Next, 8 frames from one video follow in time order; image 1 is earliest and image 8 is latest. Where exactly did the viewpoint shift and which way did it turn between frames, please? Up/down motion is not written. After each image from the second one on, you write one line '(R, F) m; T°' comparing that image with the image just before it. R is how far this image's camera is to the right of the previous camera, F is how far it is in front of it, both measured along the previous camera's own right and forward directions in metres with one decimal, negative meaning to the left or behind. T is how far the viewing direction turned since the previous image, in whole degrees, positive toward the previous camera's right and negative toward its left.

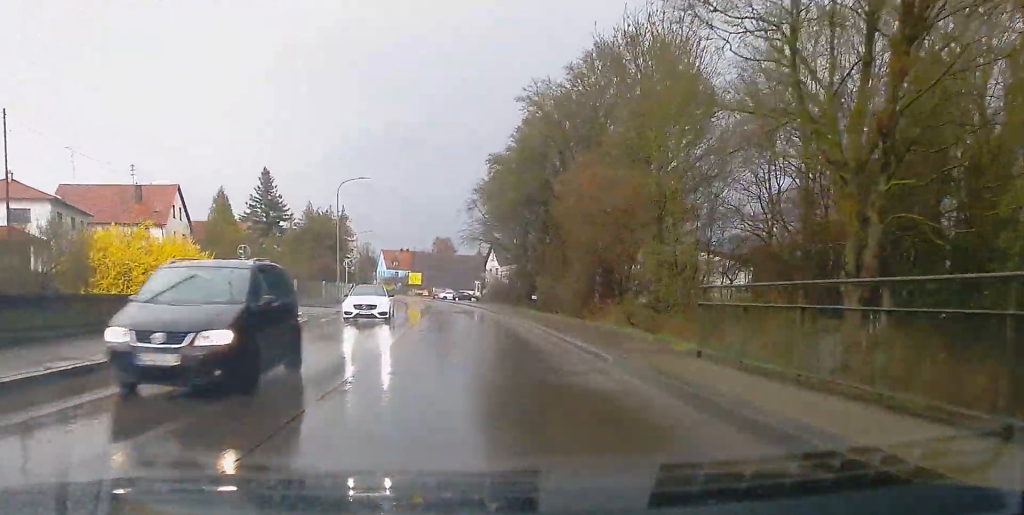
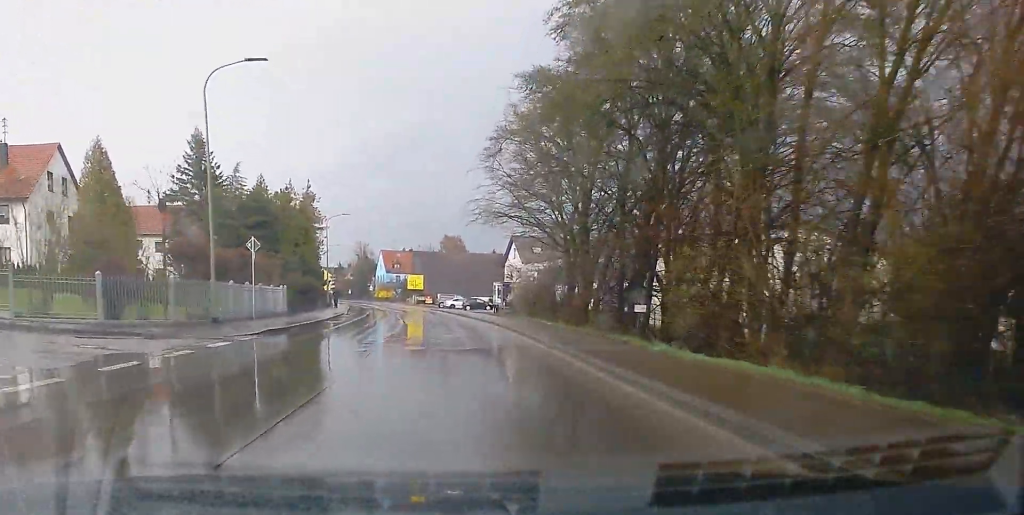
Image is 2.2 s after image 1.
(0.0, +28.6) m; -1°
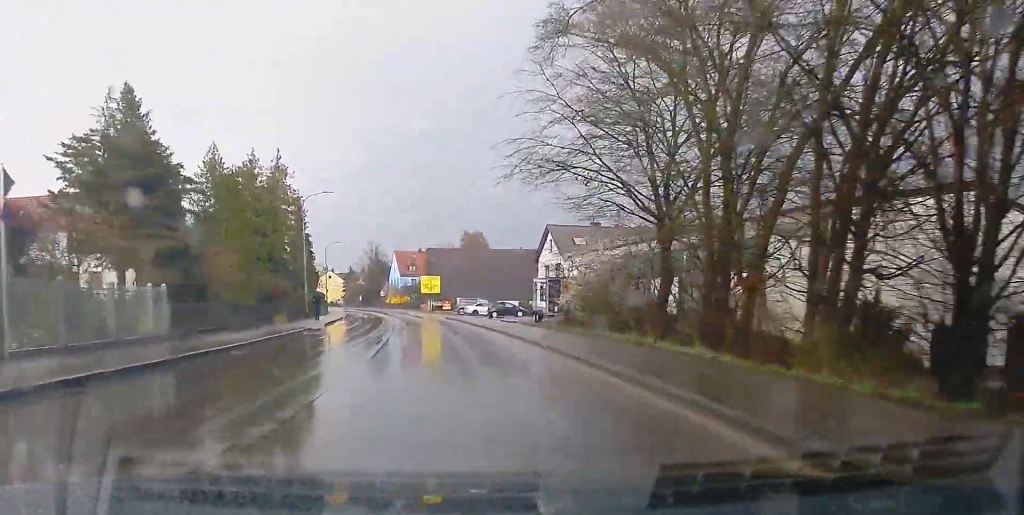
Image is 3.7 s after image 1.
(-0.4, +18.6) m; -1°
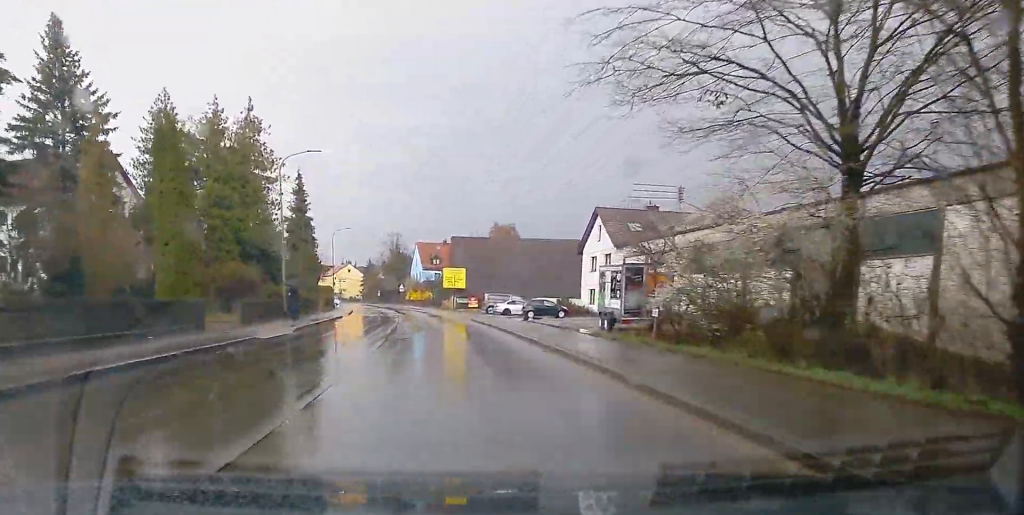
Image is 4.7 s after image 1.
(-0.1, +13.5) m; -1°
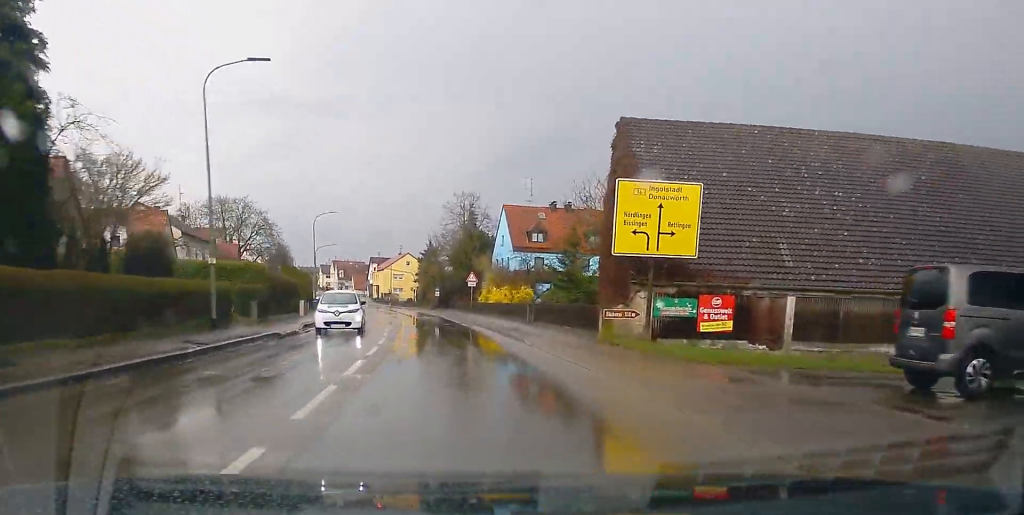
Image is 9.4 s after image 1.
(-2.1, +61.2) m; -4°
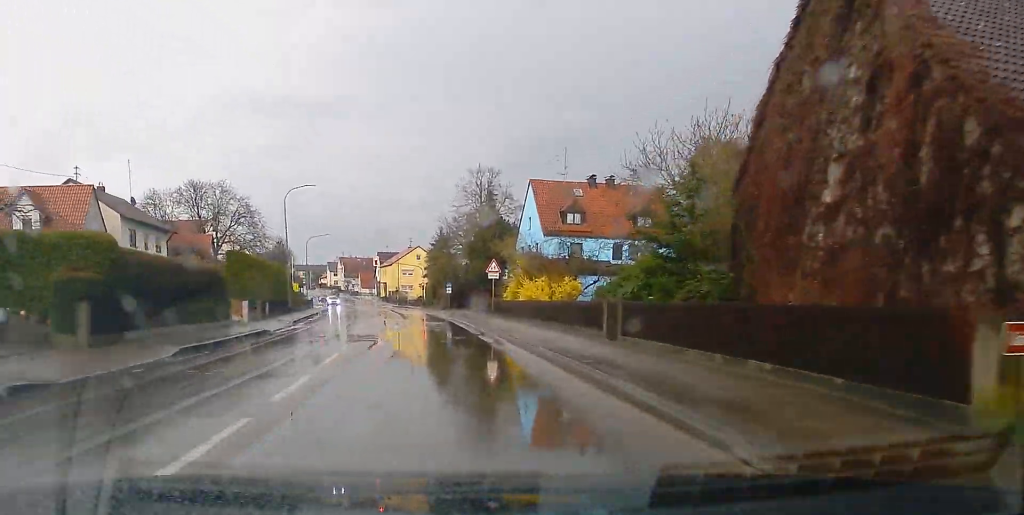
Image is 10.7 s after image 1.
(-0.1, +16.2) m; -1°
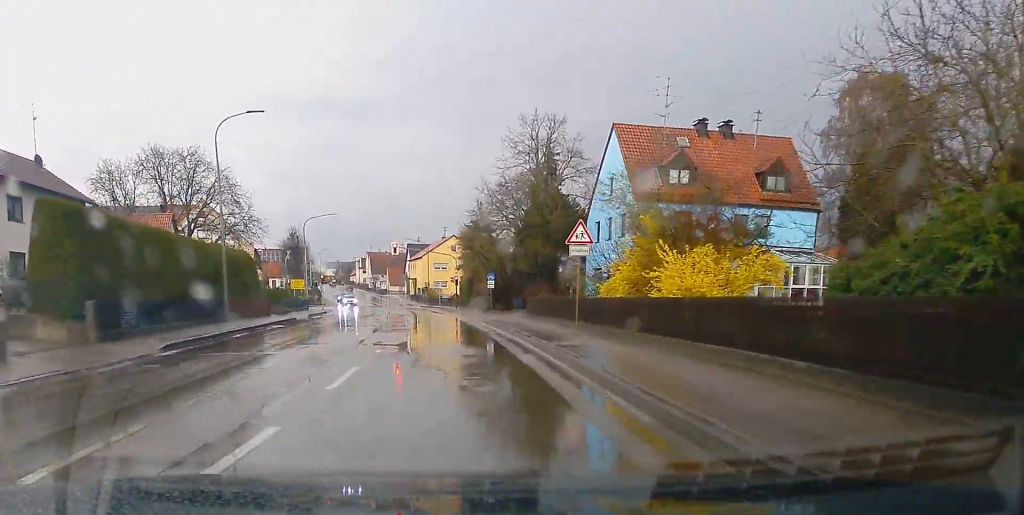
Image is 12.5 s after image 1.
(-0.5, +20.9) m; -3°
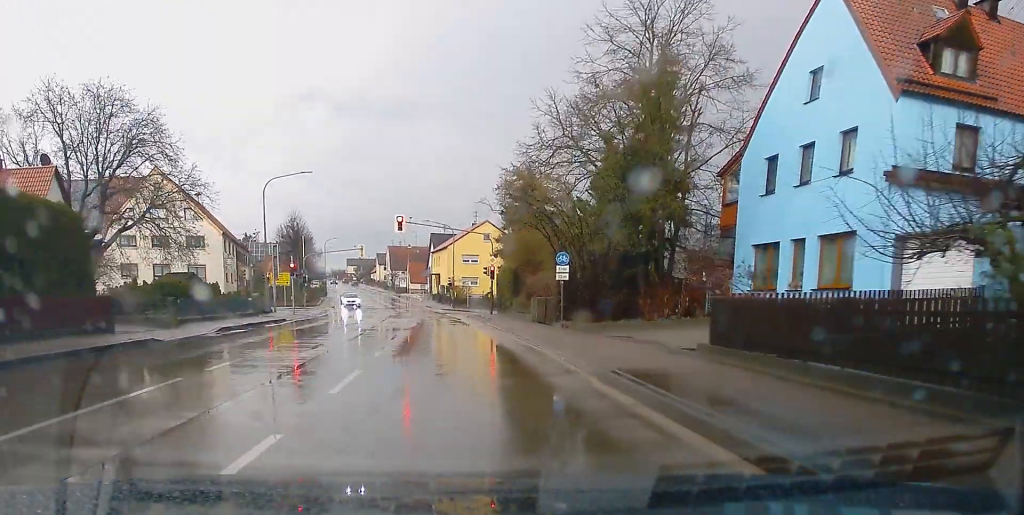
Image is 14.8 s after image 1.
(-0.7, +22.1) m; -3°
